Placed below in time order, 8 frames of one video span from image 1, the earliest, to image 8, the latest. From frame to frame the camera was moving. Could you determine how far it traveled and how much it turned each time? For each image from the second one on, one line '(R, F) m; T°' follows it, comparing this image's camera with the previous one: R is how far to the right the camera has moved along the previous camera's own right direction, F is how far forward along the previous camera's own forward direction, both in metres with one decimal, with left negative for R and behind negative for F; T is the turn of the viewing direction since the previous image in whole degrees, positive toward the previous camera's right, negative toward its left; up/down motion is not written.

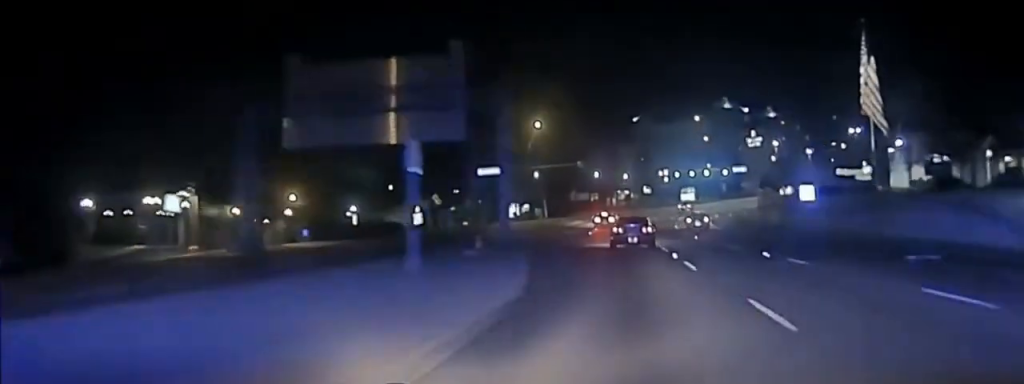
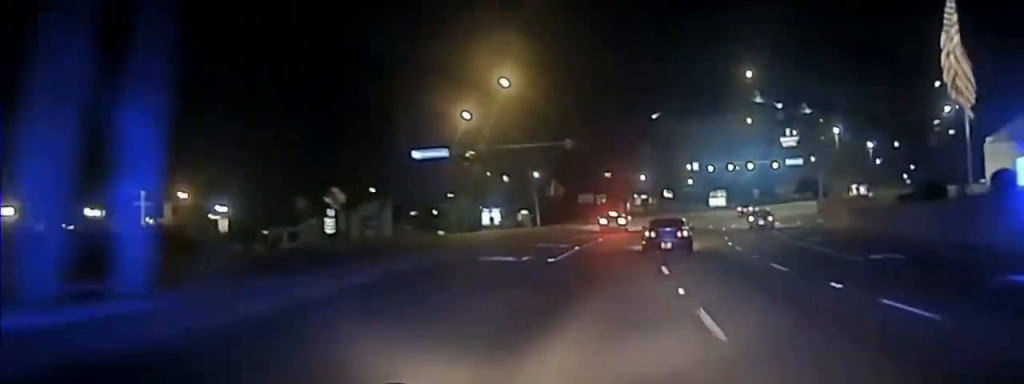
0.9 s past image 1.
(-1.0, +35.7) m; -2°
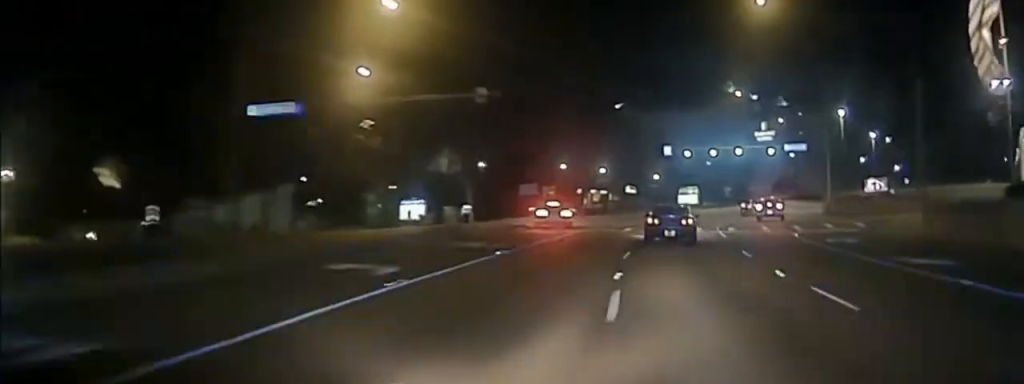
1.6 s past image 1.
(-0.2, +24.7) m; -1°
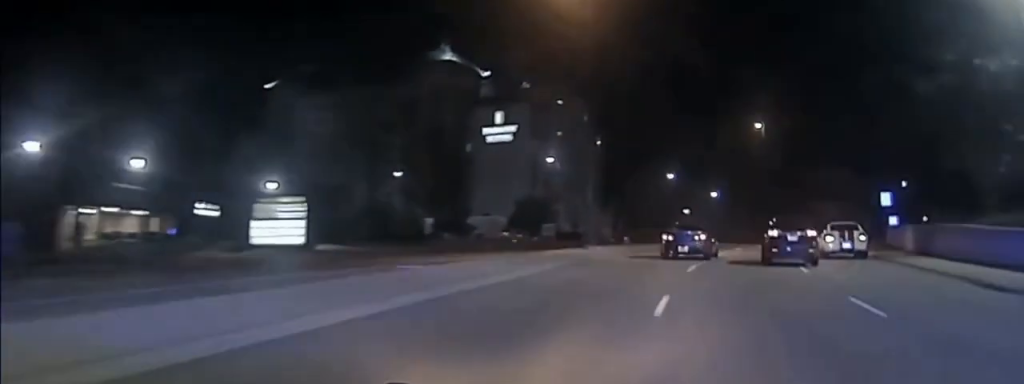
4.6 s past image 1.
(+9.0, +109.6) m; +13°
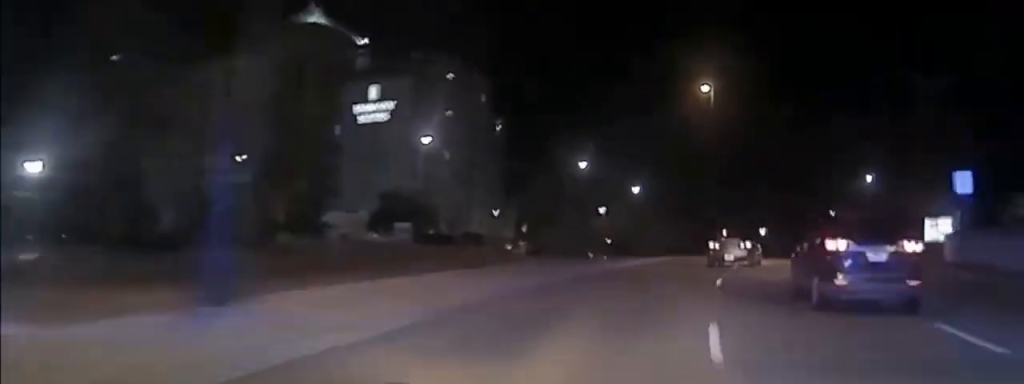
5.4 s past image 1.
(+1.7, +26.2) m; +6°
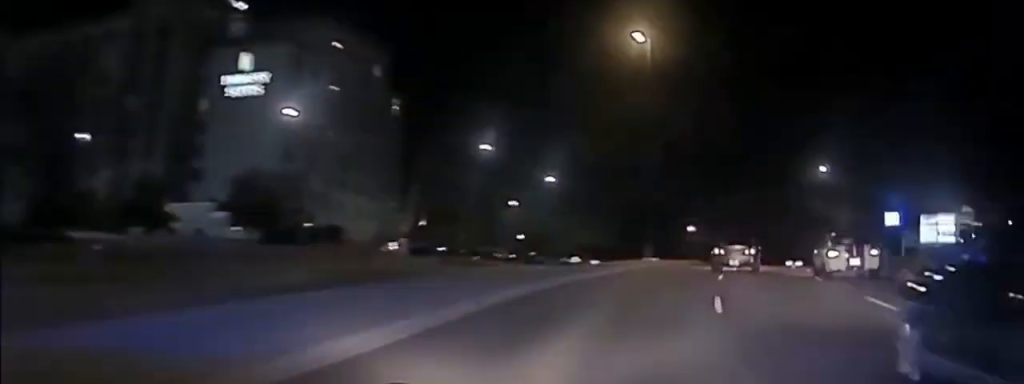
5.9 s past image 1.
(+0.9, +17.5) m; +4°
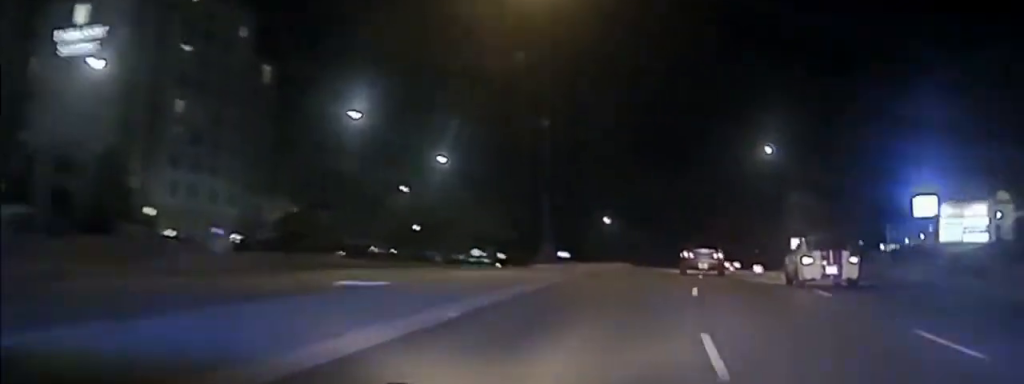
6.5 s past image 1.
(0.0, +17.8) m; +4°
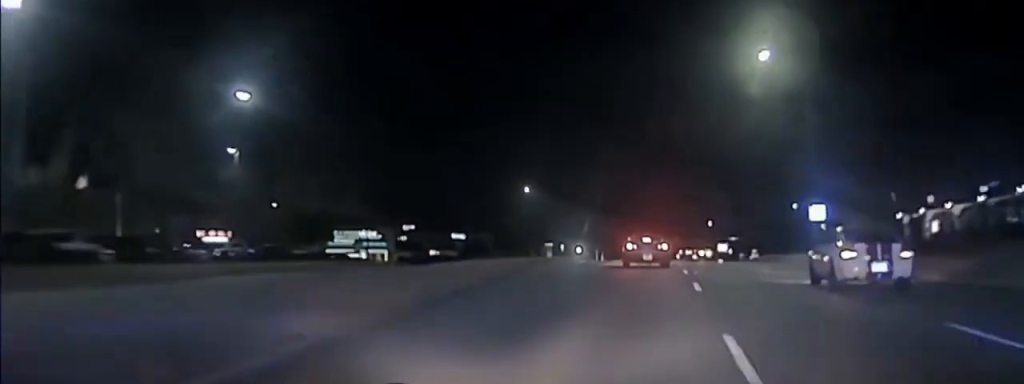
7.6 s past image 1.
(+3.0, +38.7) m; +8°
